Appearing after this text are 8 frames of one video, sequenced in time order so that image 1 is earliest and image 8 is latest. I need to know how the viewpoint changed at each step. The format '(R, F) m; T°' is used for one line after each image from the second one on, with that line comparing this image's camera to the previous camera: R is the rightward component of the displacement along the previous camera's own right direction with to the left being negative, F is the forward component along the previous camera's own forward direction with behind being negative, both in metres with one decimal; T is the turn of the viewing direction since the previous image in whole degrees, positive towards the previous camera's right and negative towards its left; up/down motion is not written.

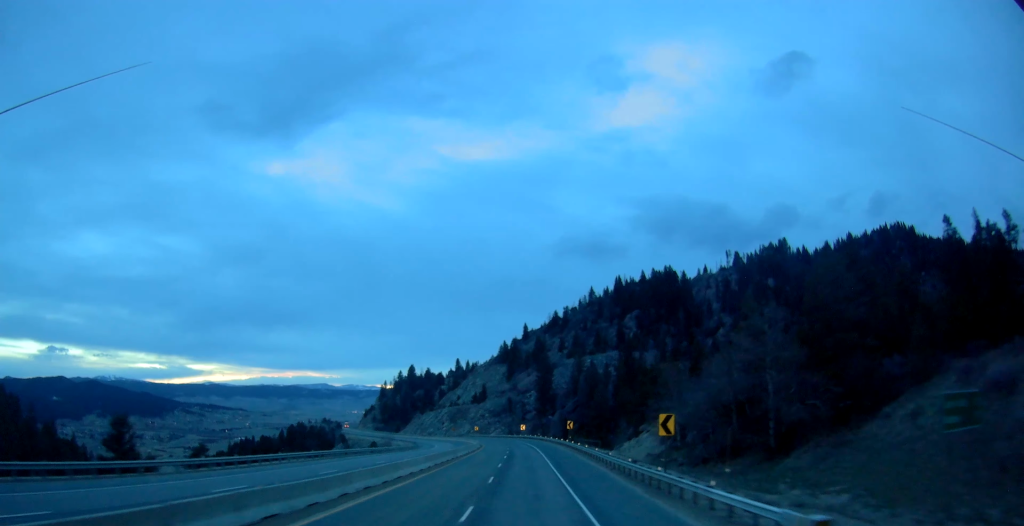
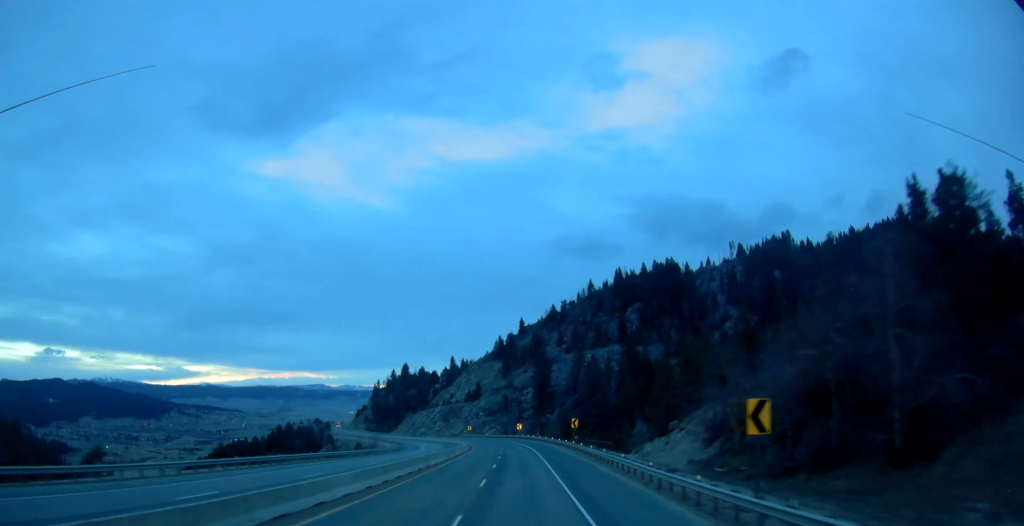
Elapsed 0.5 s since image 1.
(+0.4, +14.5) m; +1°
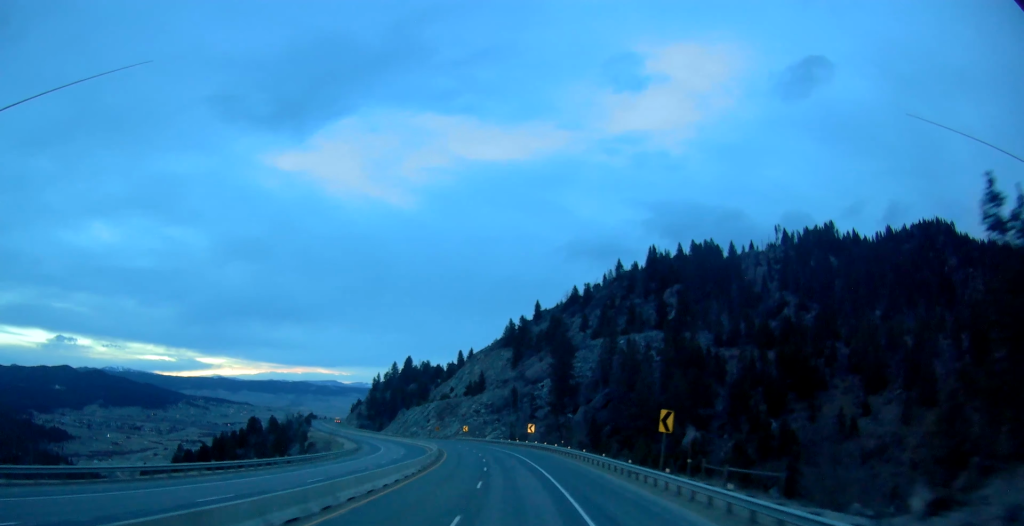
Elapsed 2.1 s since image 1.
(+0.7, +47.7) m; 0°
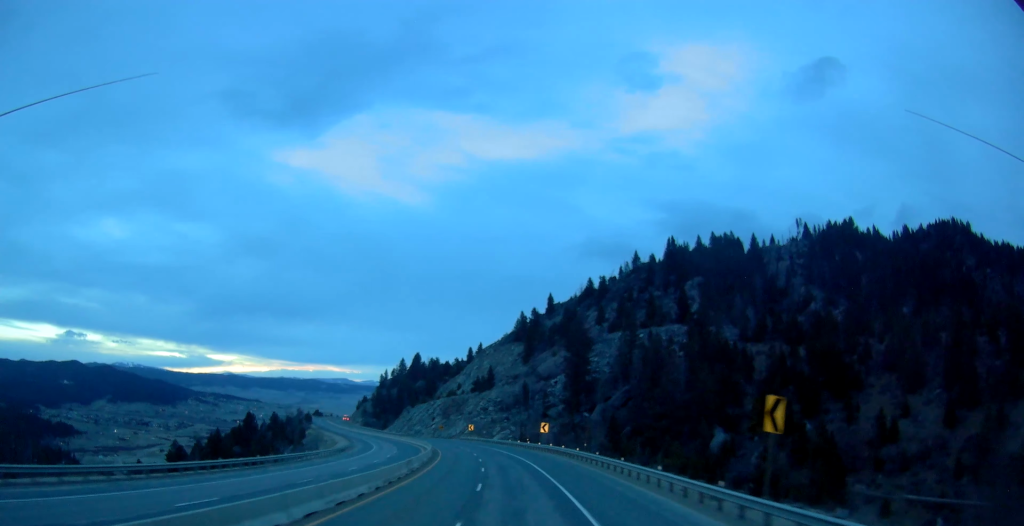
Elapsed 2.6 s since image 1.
(0.0, +13.7) m; -1°
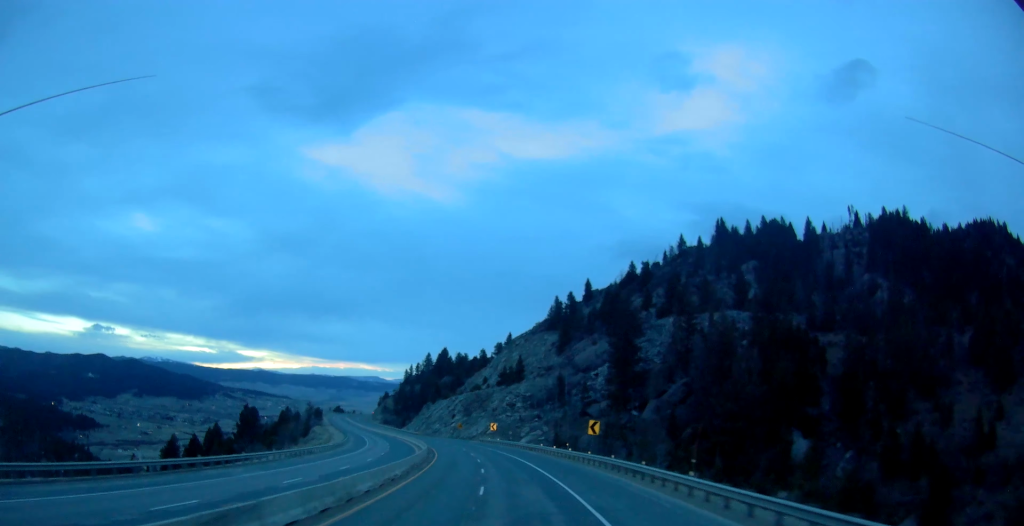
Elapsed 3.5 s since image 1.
(-0.4, +26.4) m; -2°
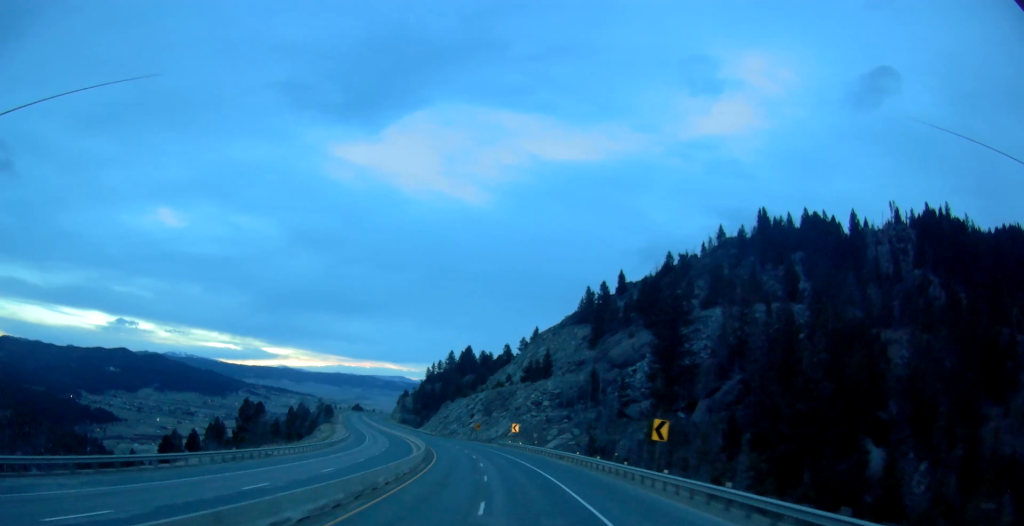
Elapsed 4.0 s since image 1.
(-0.2, +17.8) m; -1°
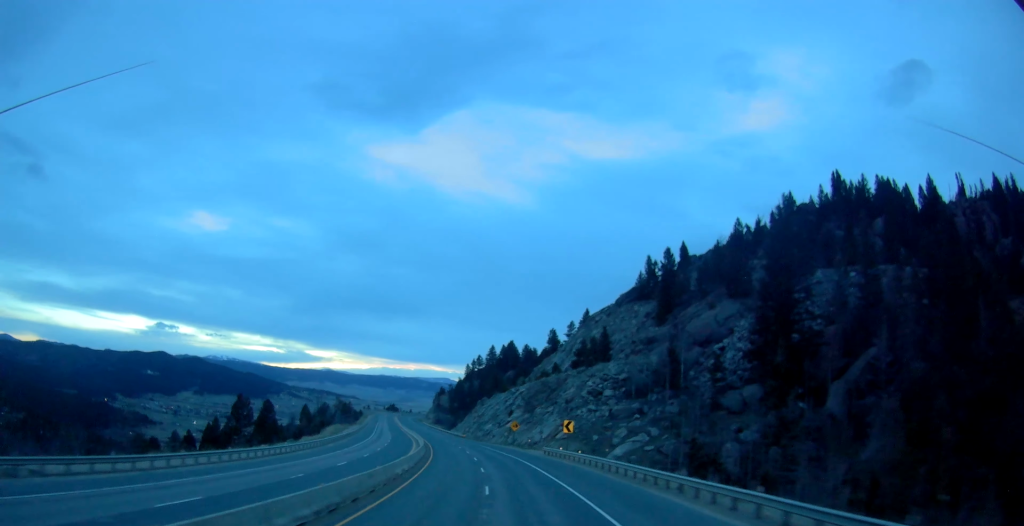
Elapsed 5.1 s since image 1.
(-0.5, +31.8) m; -2°
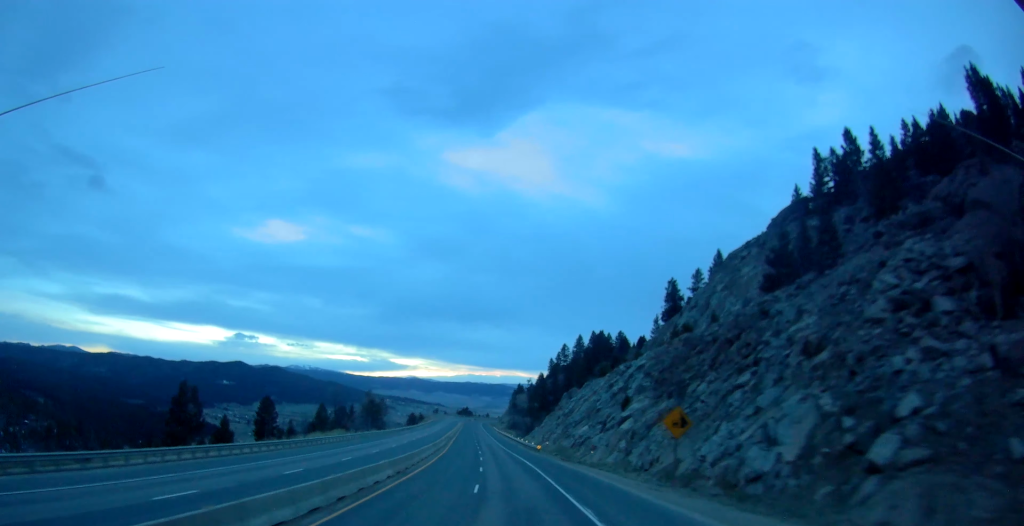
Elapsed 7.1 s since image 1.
(-4.8, +61.1) m; -9°
